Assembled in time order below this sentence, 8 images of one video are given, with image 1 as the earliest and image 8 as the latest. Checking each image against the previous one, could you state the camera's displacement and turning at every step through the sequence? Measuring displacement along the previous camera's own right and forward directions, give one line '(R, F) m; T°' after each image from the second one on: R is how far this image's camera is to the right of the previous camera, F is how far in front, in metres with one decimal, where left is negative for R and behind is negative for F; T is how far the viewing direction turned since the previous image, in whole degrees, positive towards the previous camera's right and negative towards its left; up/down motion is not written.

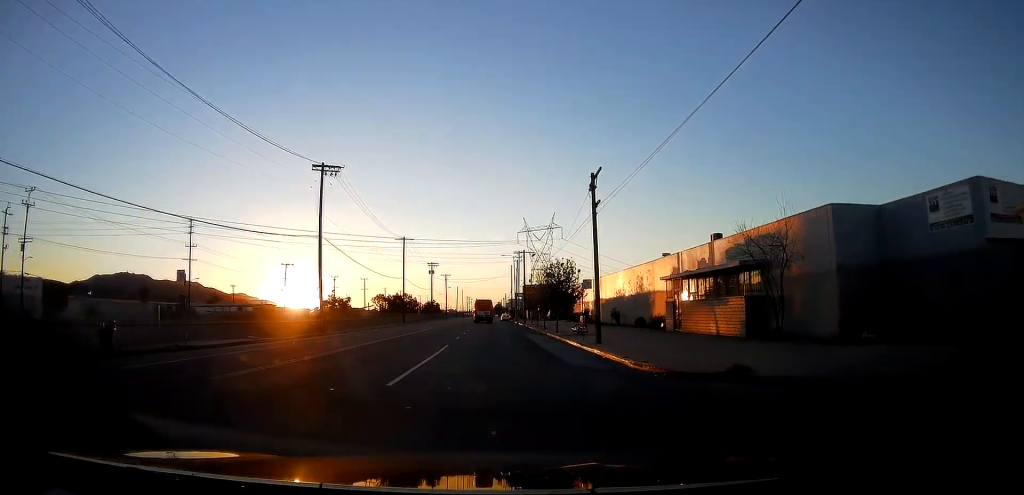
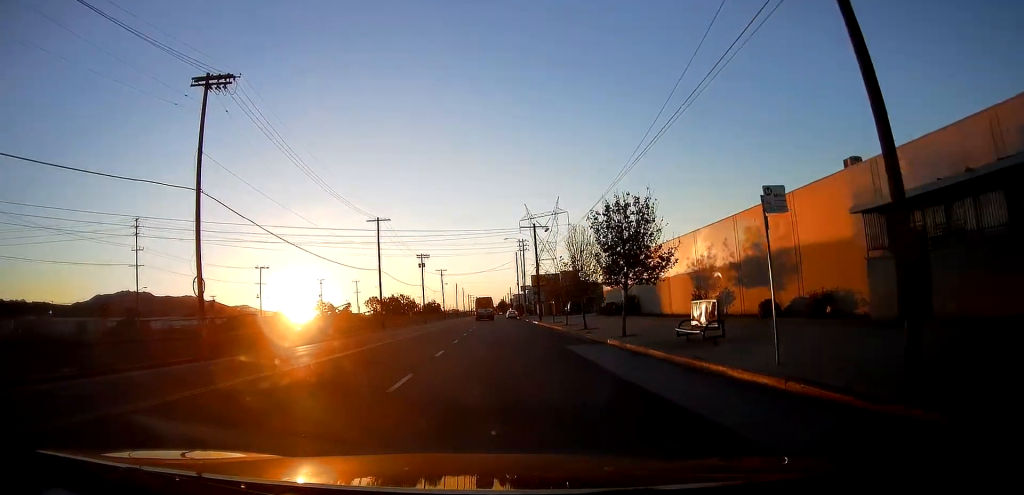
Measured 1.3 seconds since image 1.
(0.0, +21.0) m; +2°
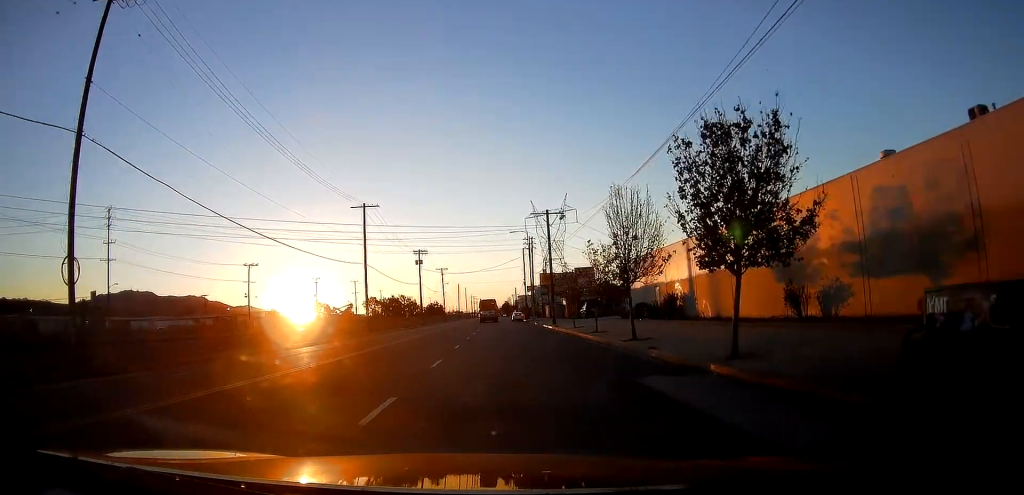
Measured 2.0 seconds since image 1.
(+0.4, +10.3) m; 0°
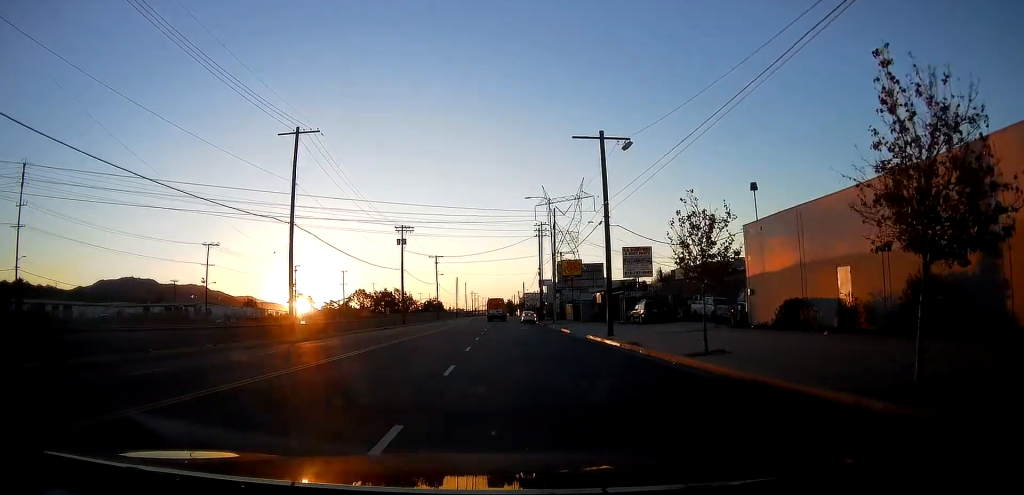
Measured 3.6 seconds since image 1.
(-0.8, +24.4) m; -3°
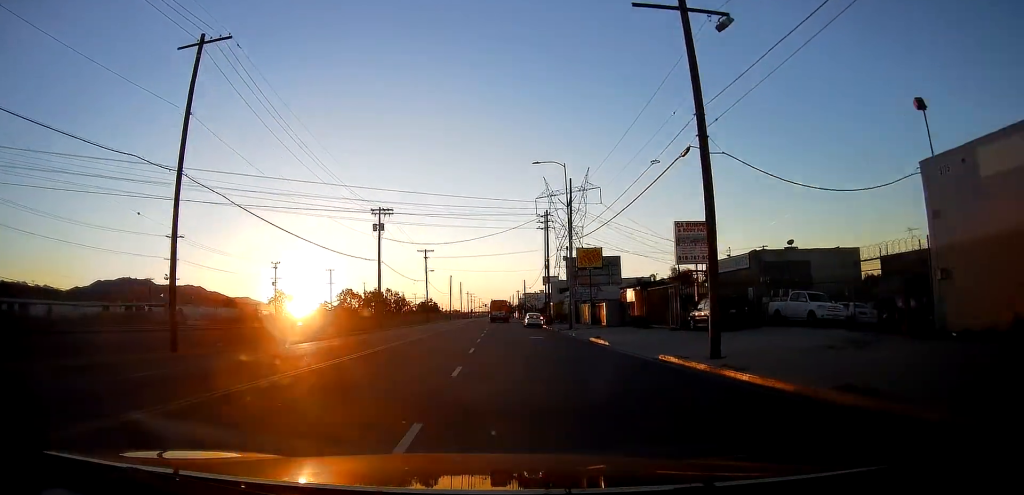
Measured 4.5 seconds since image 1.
(0.0, +14.3) m; 0°
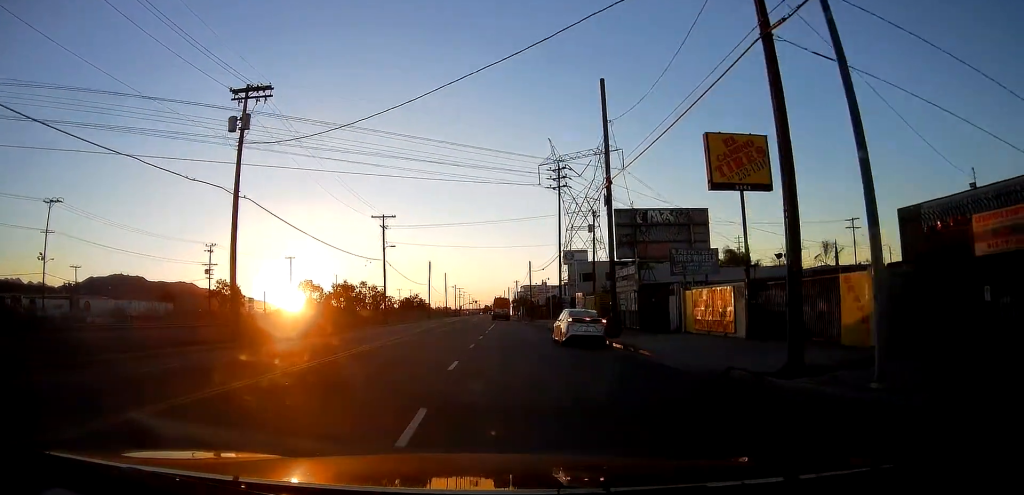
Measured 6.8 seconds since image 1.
(+0.8, +35.1) m; +2°
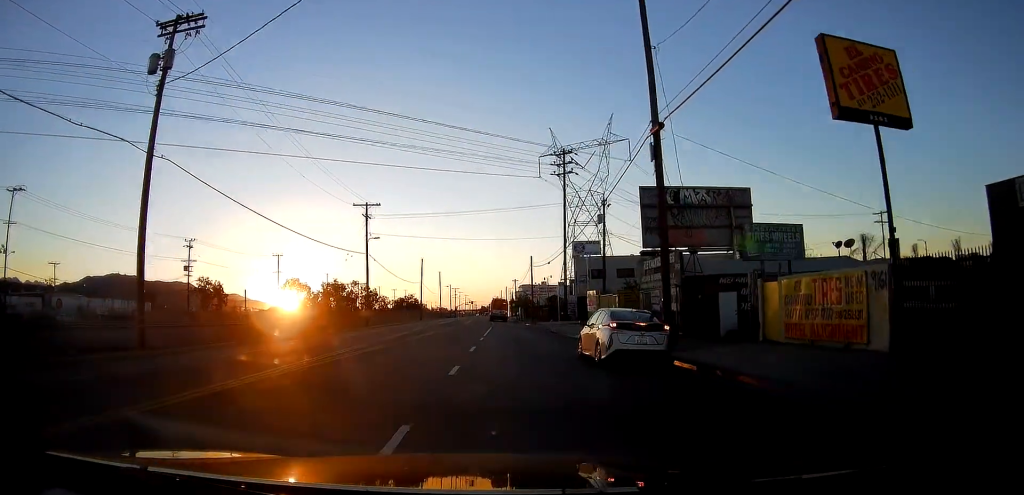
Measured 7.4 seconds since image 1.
(+0.2, +8.2) m; 0°
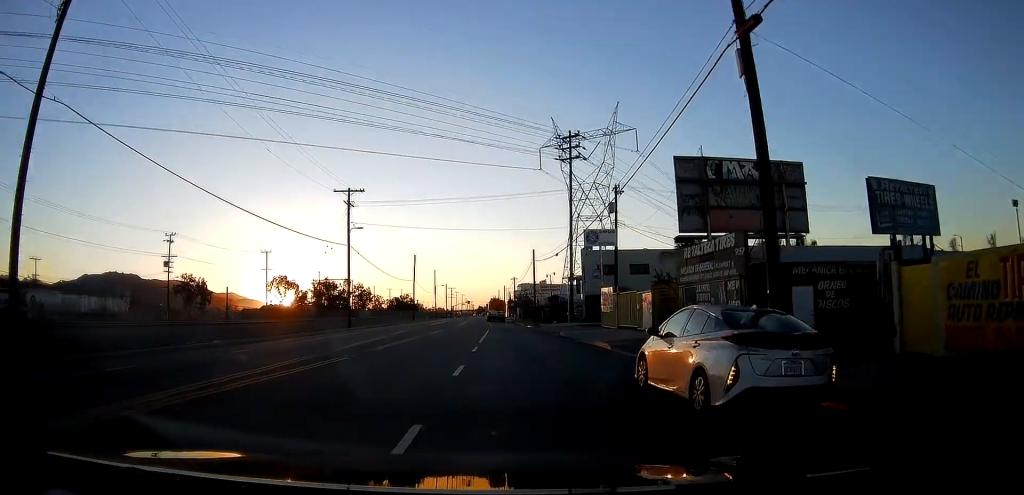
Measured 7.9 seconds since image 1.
(-0.3, +7.3) m; 0°
